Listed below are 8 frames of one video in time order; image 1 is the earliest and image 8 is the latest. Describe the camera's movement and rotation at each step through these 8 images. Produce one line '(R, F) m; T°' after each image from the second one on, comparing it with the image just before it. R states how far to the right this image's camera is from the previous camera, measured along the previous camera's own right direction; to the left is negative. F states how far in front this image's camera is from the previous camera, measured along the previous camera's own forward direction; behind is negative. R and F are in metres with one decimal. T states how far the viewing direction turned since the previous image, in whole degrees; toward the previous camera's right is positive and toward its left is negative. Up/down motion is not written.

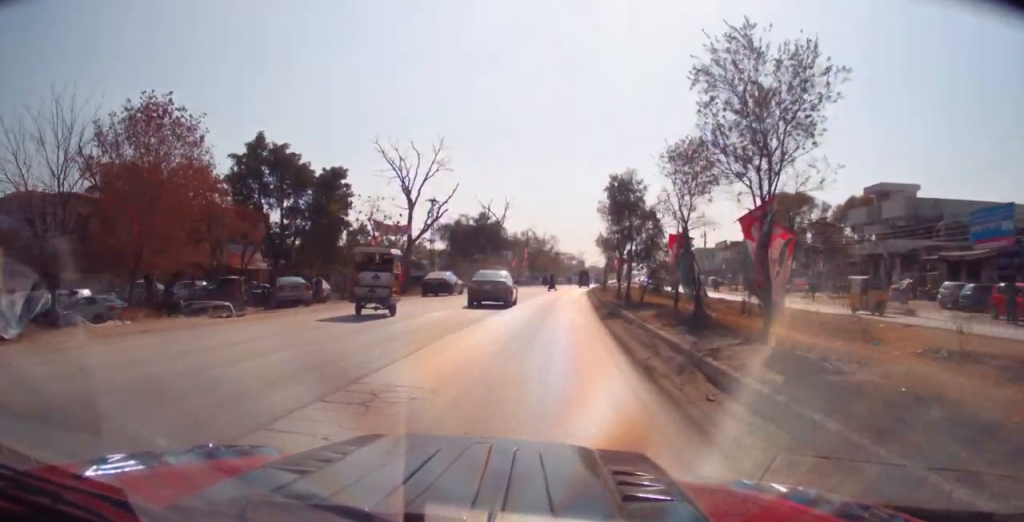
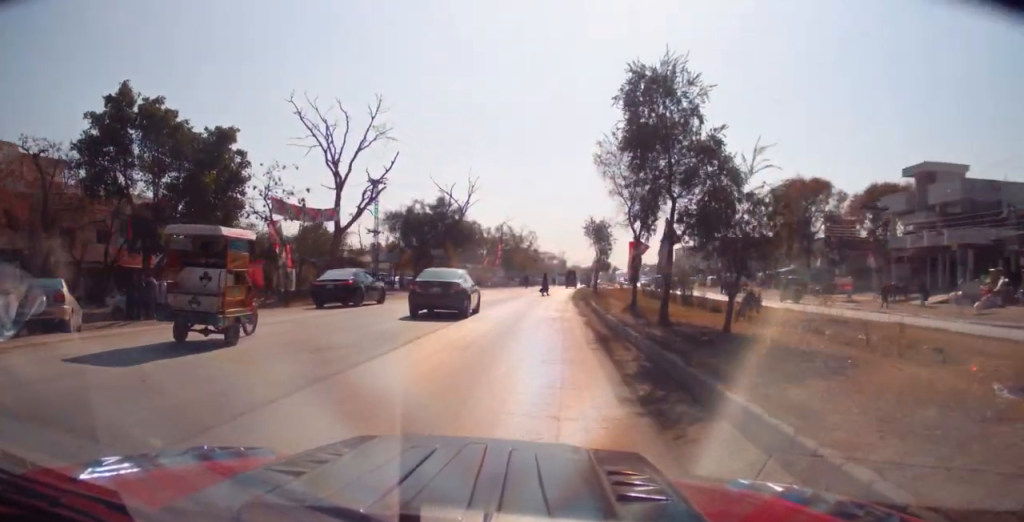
(+1.4, +13.7) m; +8°
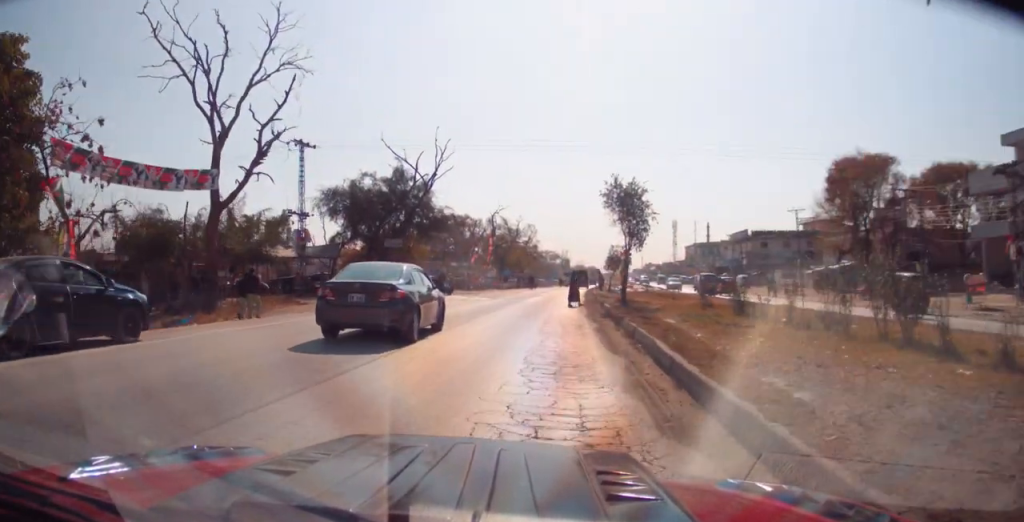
(+1.5, +16.5) m; -1°
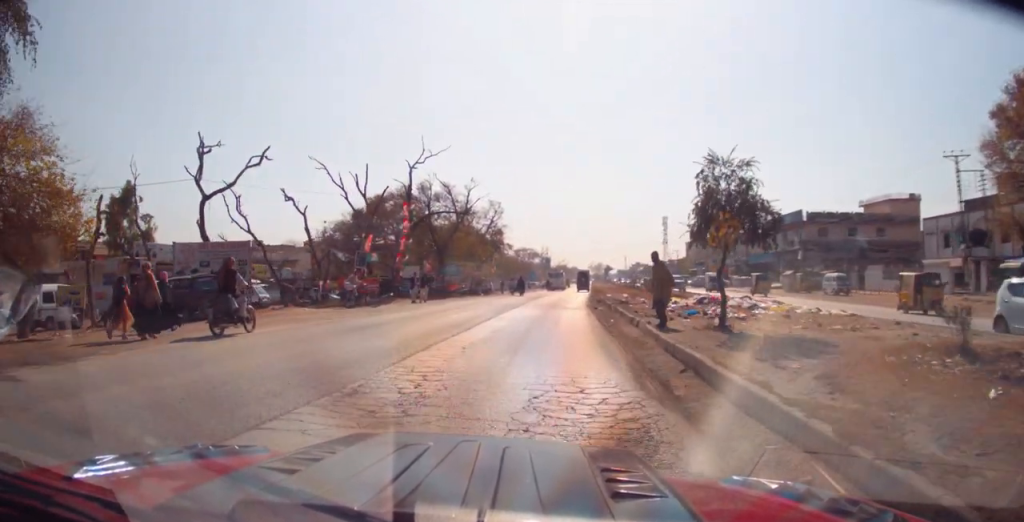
(-2.4, +36.4) m; +2°
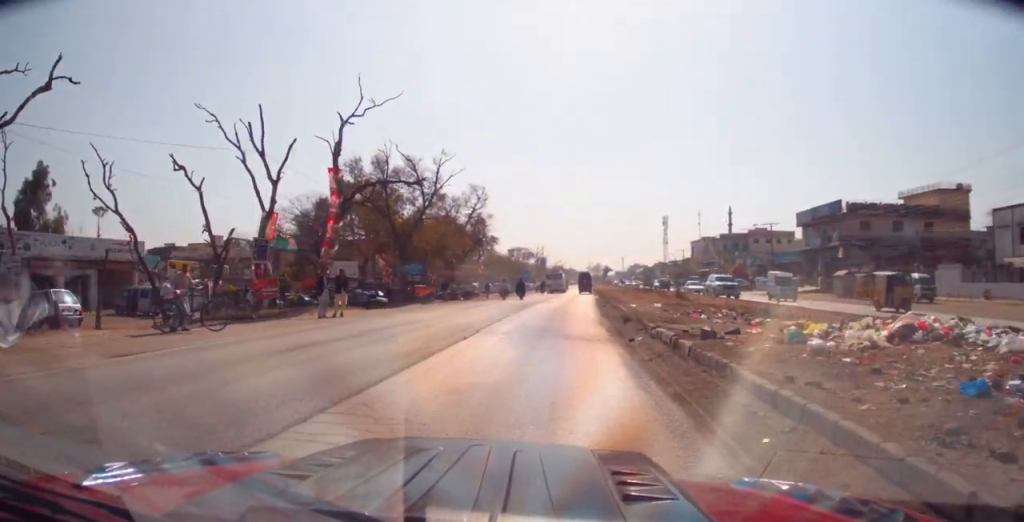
(+0.3, +13.5) m; 0°
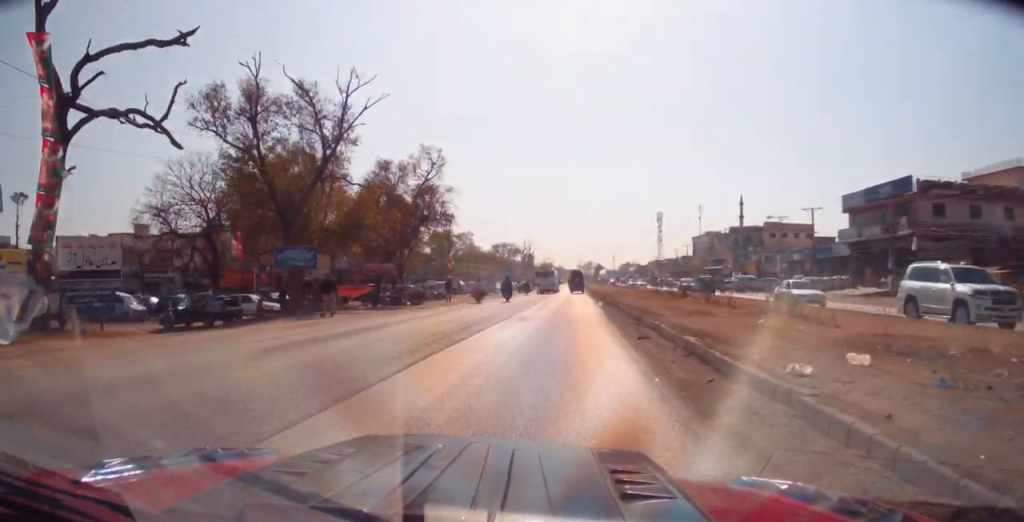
(-0.4, +18.3) m; -2°
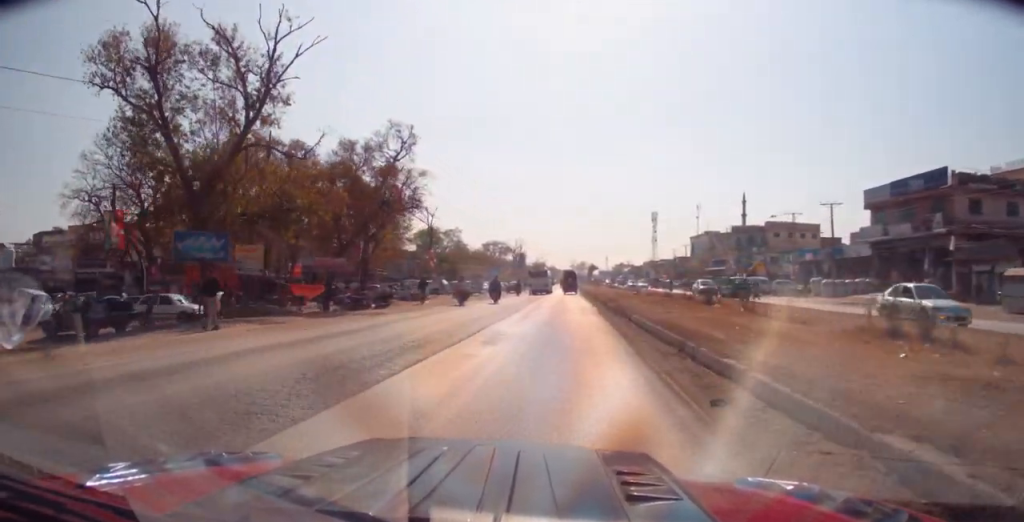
(0.0, +7.3) m; 0°
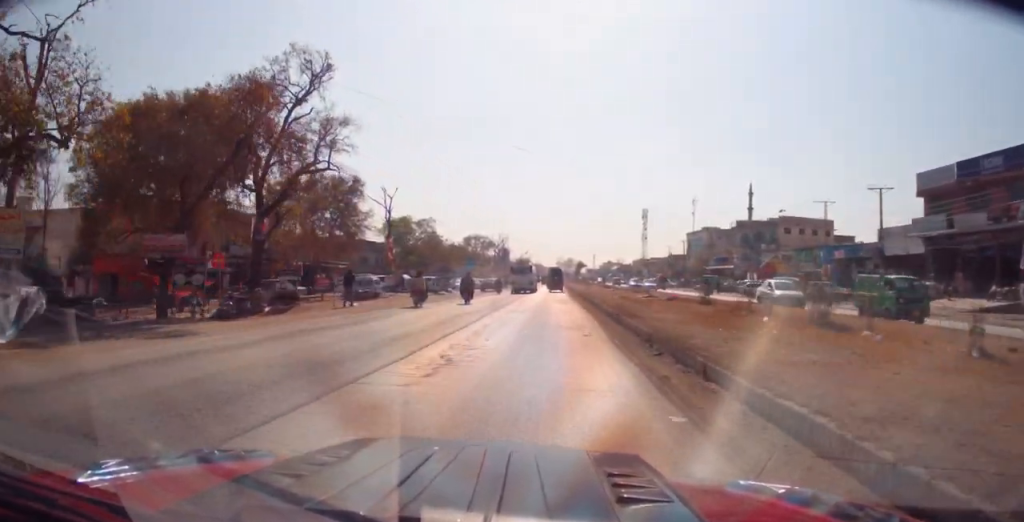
(0.0, +13.0) m; 0°
